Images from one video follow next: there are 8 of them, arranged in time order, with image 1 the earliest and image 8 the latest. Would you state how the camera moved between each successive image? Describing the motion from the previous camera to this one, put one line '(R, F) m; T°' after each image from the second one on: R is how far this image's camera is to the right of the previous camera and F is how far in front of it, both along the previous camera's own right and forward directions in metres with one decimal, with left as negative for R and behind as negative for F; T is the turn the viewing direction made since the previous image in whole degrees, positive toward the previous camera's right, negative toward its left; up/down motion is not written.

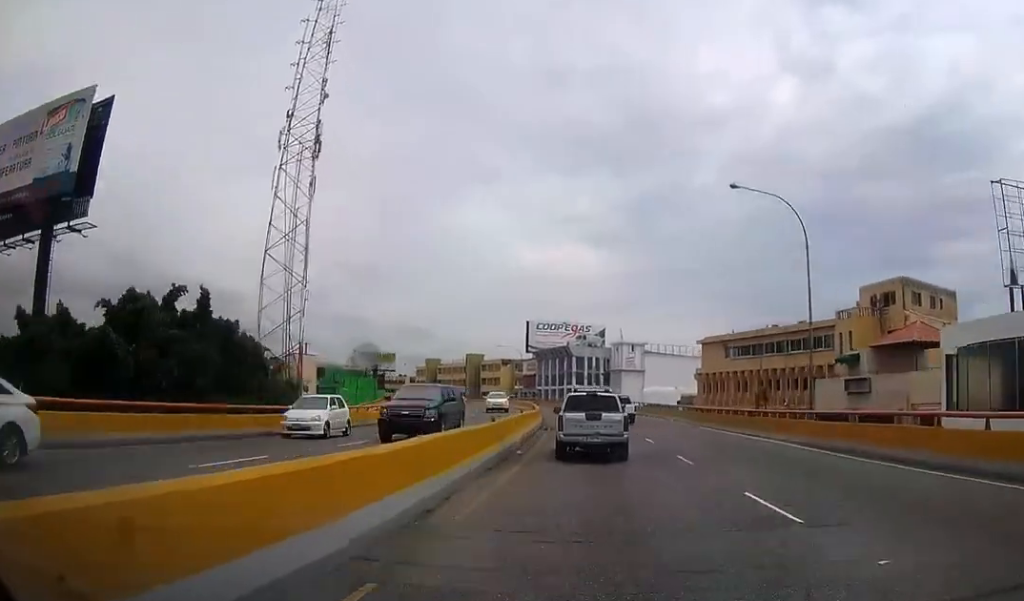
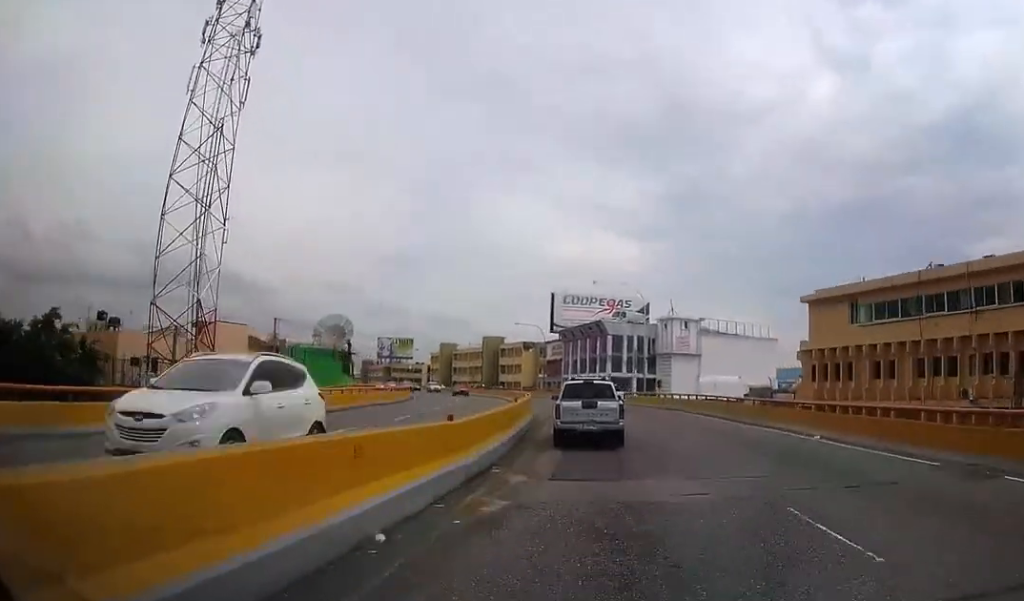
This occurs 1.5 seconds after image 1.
(-0.3, +26.5) m; -3°
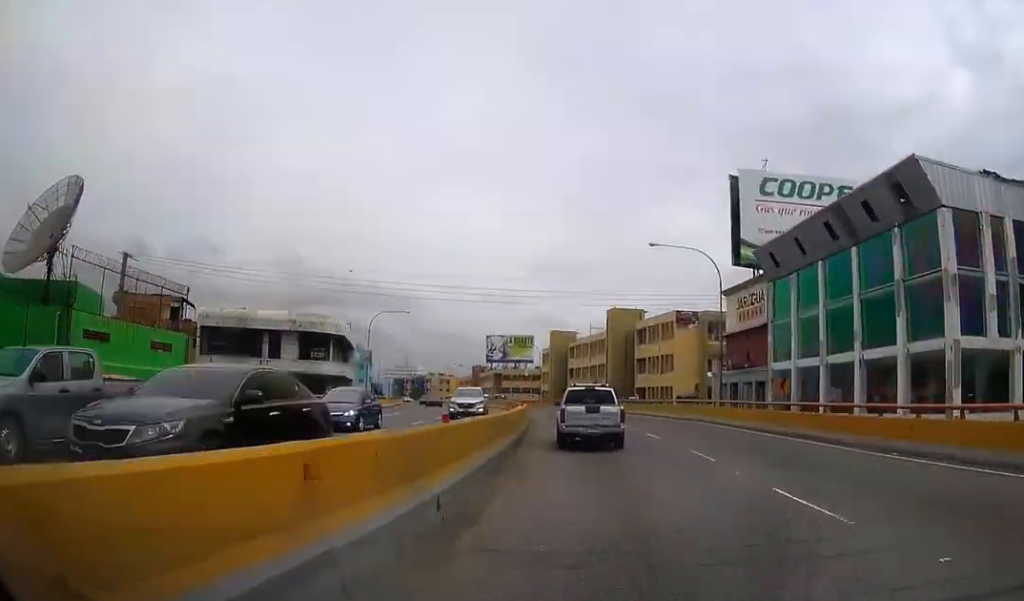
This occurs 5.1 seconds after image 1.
(-6.0, +61.8) m; -13°
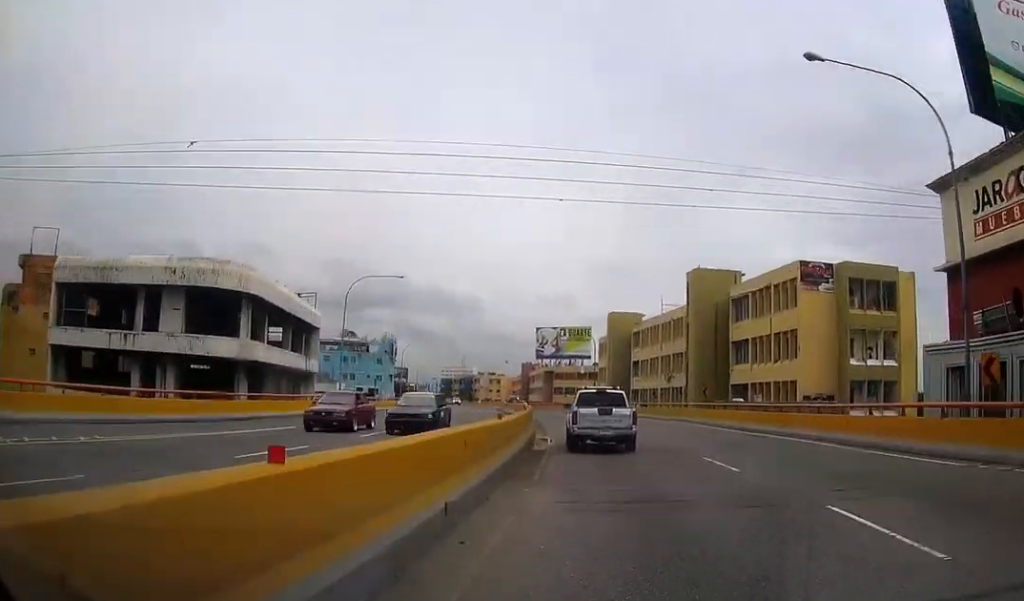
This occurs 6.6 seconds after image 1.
(-1.5, +25.2) m; -6°
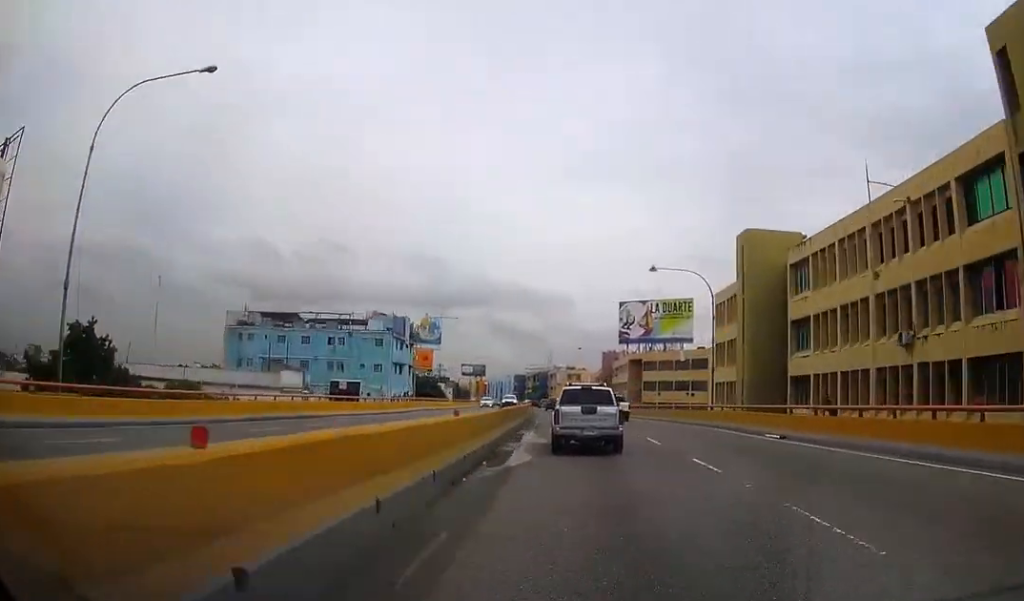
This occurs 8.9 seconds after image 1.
(-2.9, +38.7) m; -7°
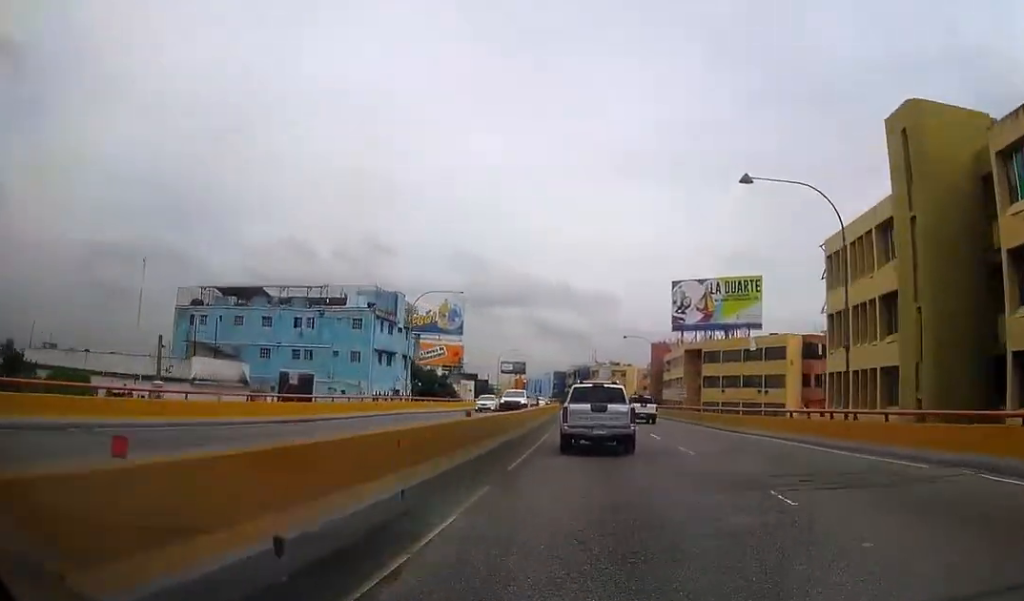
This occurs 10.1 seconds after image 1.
(-0.5, +20.1) m; -3°
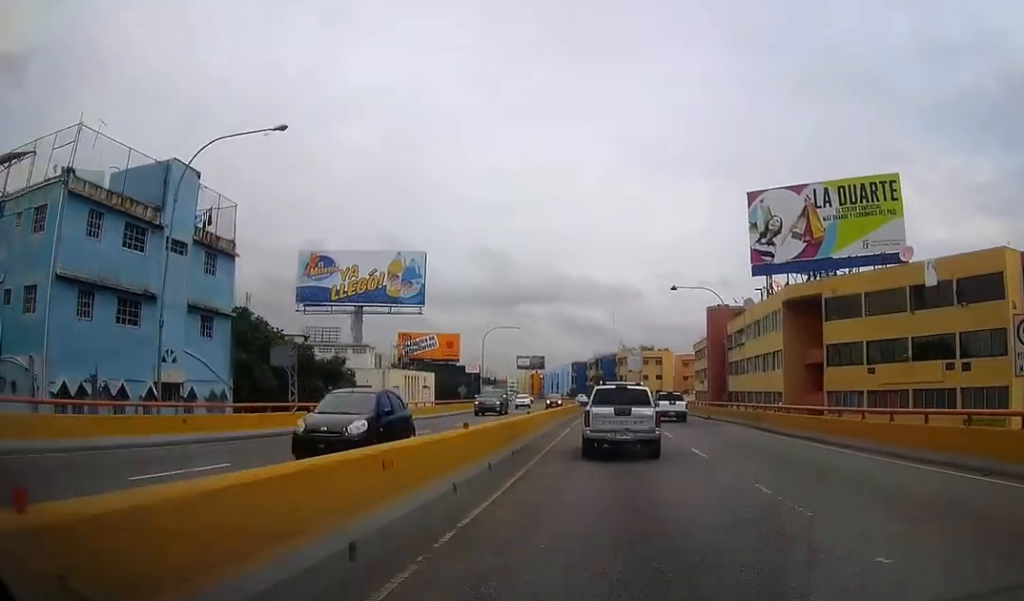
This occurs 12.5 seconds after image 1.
(-1.6, +39.4) m; -3°
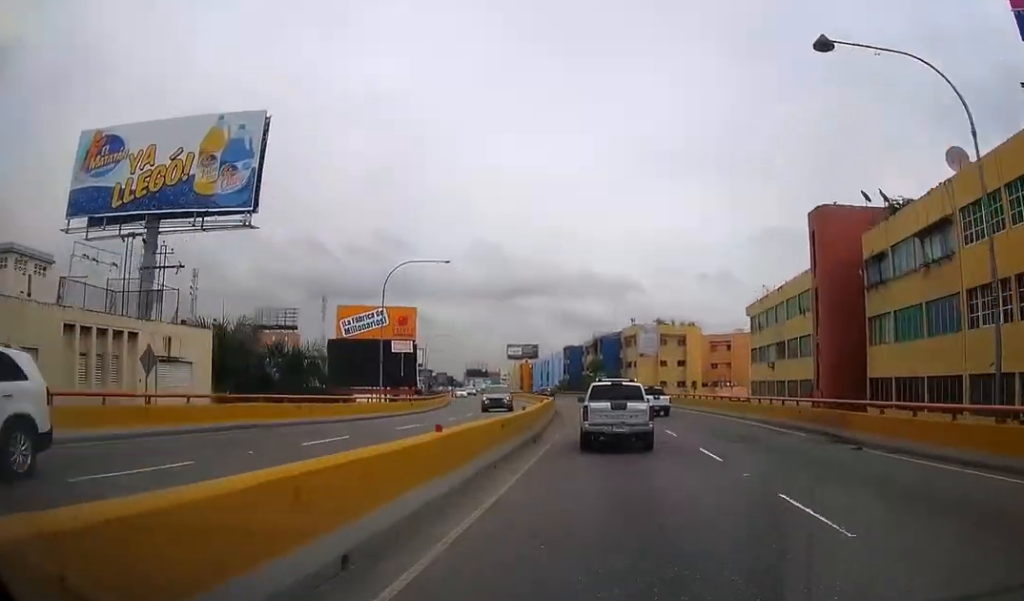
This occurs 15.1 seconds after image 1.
(-0.5, +42.4) m; -2°
